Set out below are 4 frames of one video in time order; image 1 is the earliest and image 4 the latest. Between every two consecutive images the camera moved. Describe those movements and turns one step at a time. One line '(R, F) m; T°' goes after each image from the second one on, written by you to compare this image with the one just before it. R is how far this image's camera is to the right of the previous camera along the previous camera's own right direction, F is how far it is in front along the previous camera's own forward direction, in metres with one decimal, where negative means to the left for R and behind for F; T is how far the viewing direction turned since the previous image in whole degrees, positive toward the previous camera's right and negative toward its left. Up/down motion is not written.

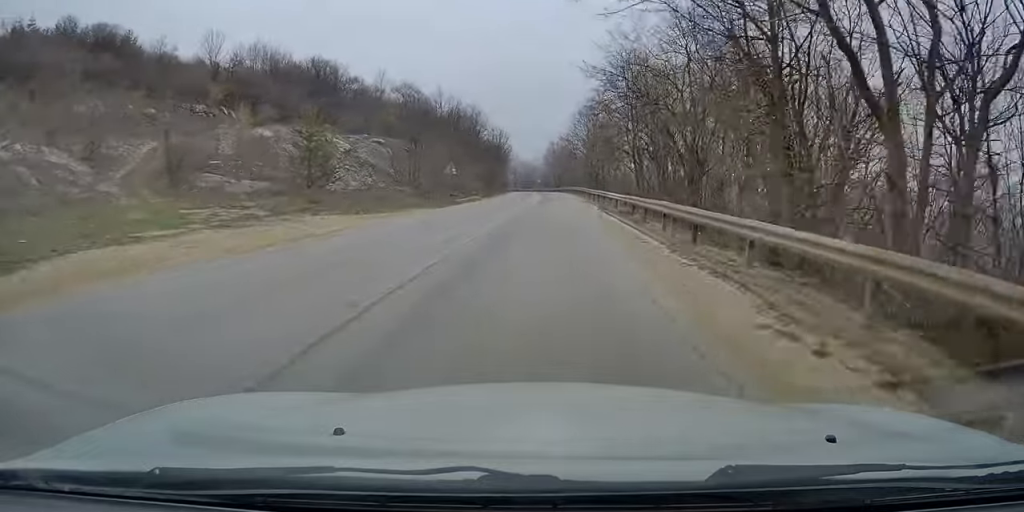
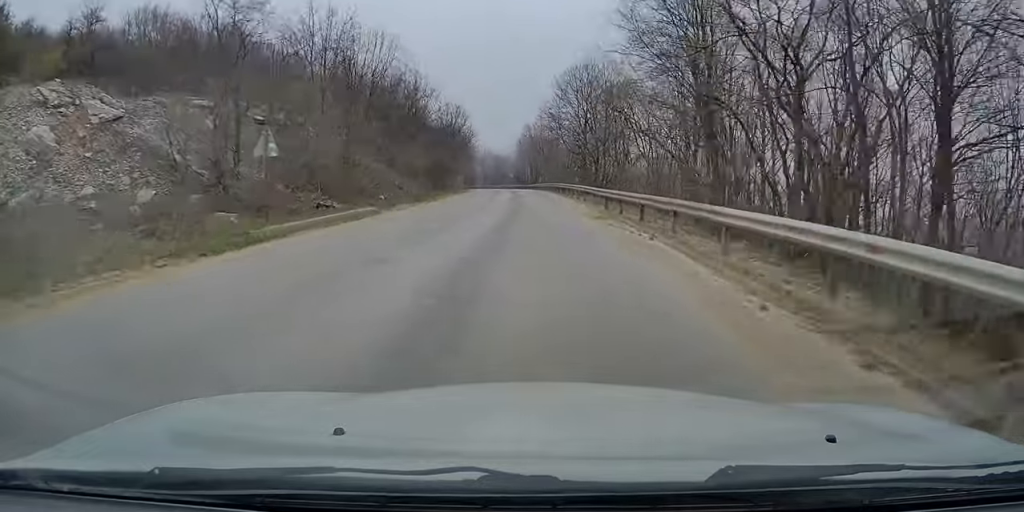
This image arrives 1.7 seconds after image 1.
(+2.9, +26.6) m; +7°
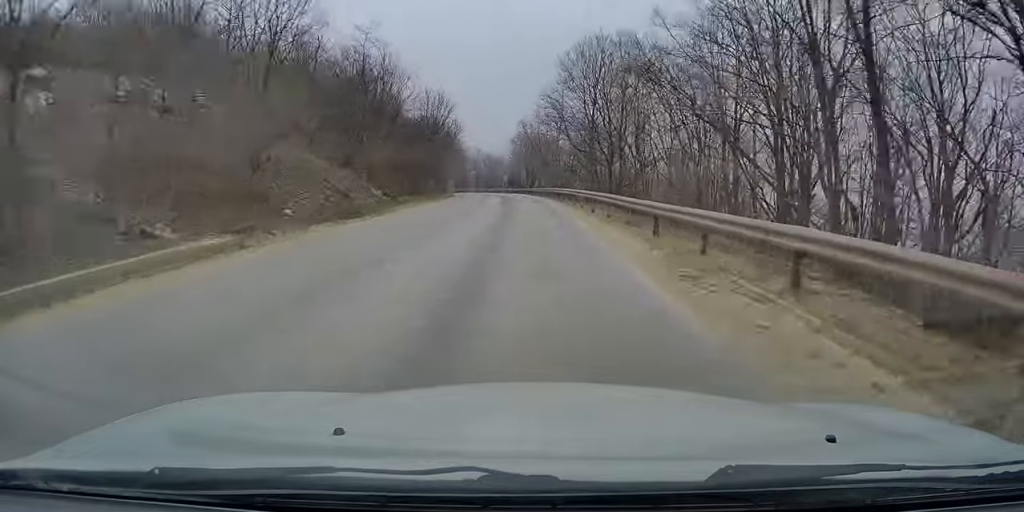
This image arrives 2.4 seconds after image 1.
(0.0, +11.6) m; 0°
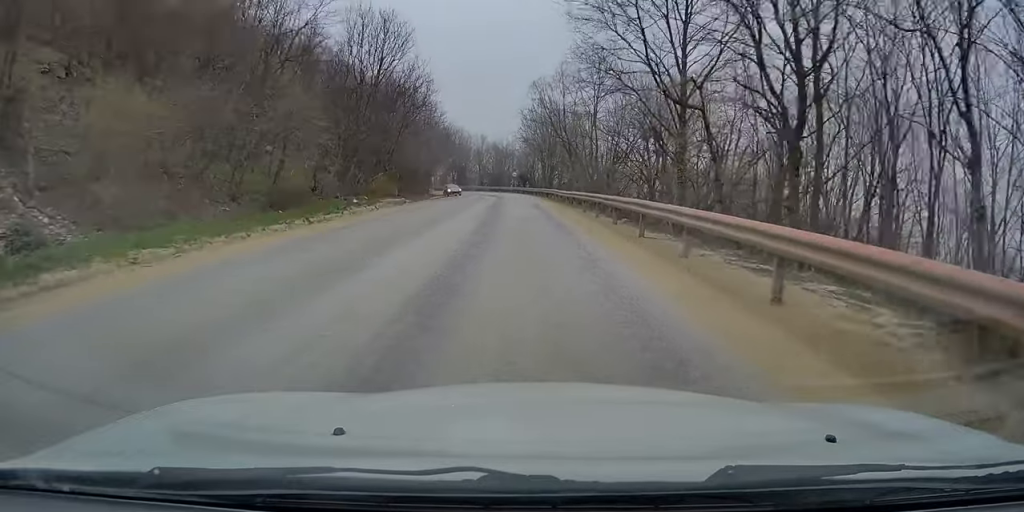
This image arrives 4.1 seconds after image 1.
(-0.3, +28.3) m; -3°
